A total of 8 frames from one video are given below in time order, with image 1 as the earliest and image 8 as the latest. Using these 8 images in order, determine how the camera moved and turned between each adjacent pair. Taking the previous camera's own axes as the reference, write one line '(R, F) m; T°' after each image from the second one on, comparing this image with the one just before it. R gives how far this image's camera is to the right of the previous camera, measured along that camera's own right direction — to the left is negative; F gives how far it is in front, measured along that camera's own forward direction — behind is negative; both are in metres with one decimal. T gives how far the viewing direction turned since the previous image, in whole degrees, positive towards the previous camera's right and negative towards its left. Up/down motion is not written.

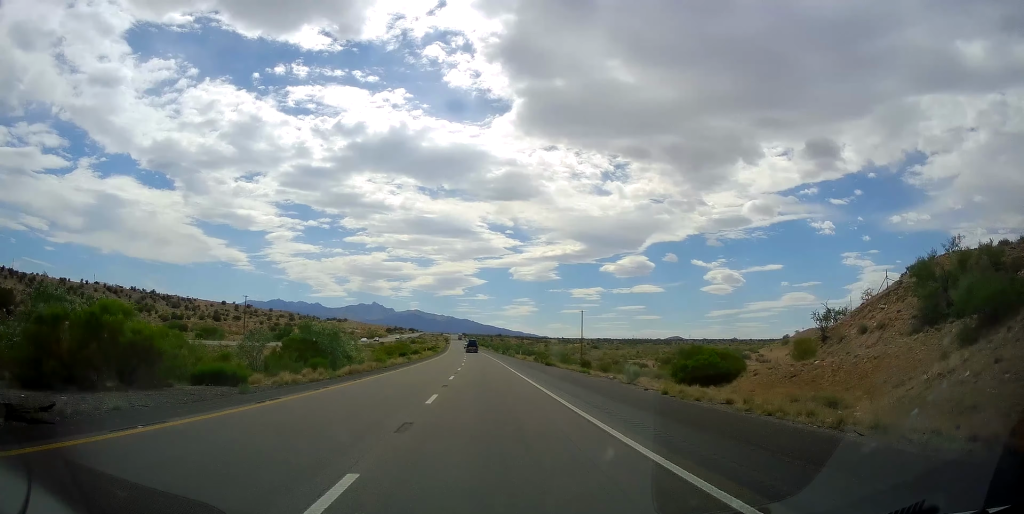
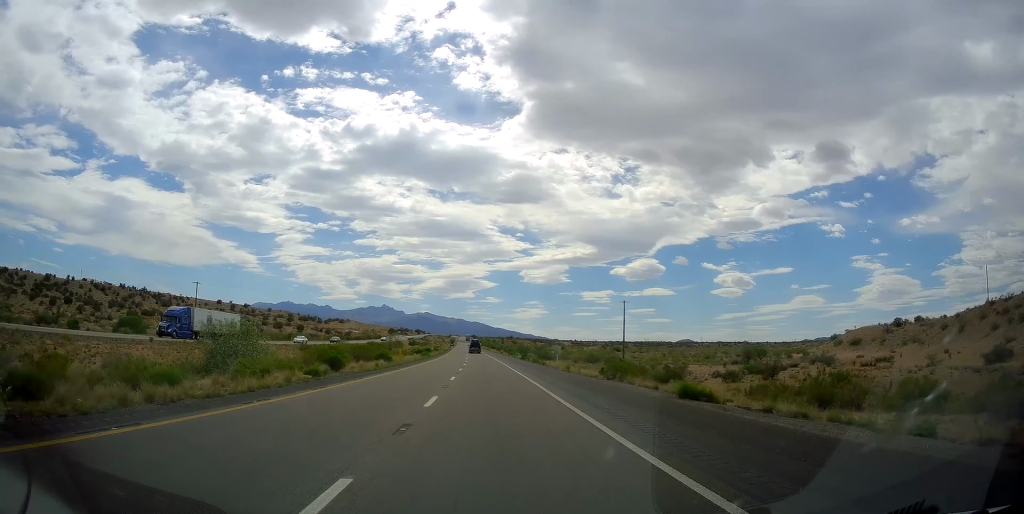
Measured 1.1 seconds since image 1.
(-0.6, +37.0) m; -2°
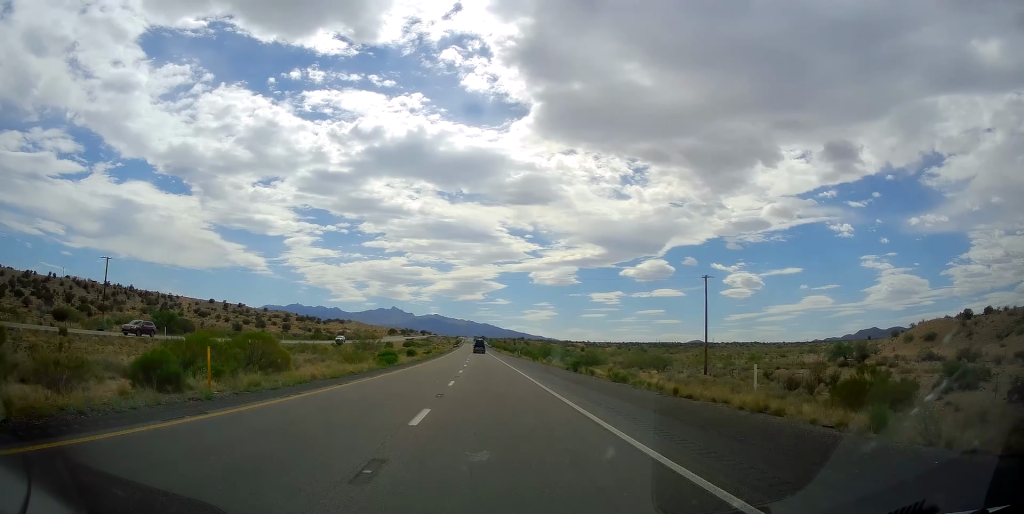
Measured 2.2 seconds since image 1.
(-0.8, +40.4) m; -1°
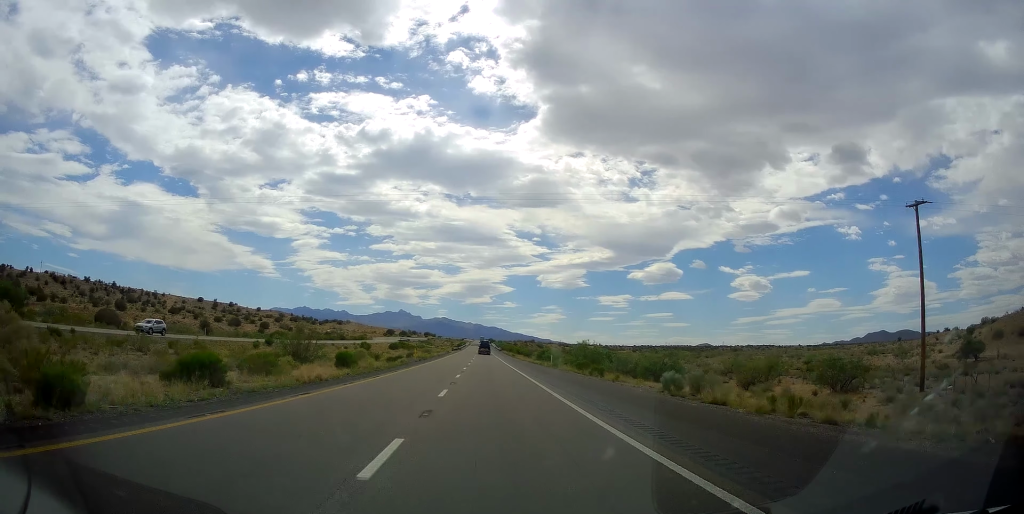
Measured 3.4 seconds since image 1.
(0.0, +41.4) m; 0°
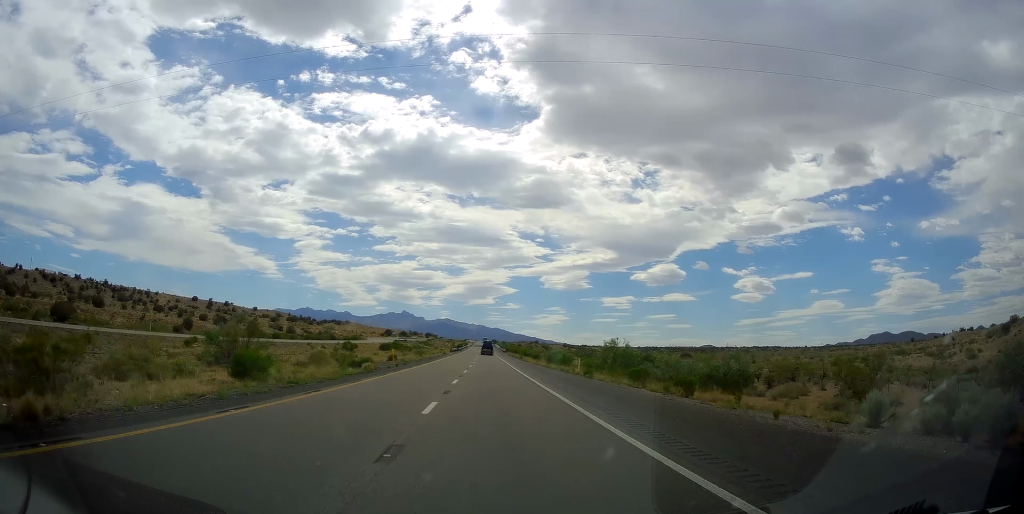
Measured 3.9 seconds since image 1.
(+0.1, +17.2) m; 0°
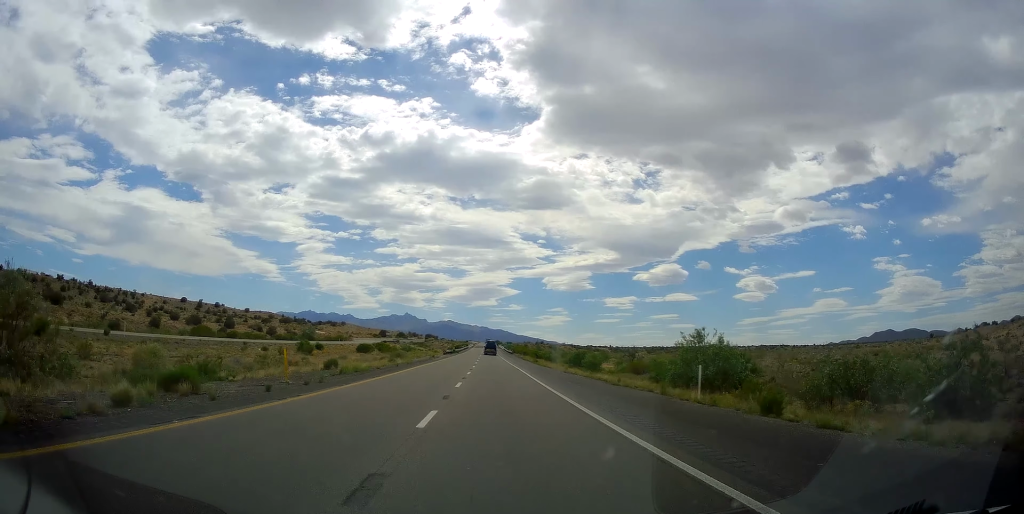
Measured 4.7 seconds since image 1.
(-0.4, +26.3) m; -1°
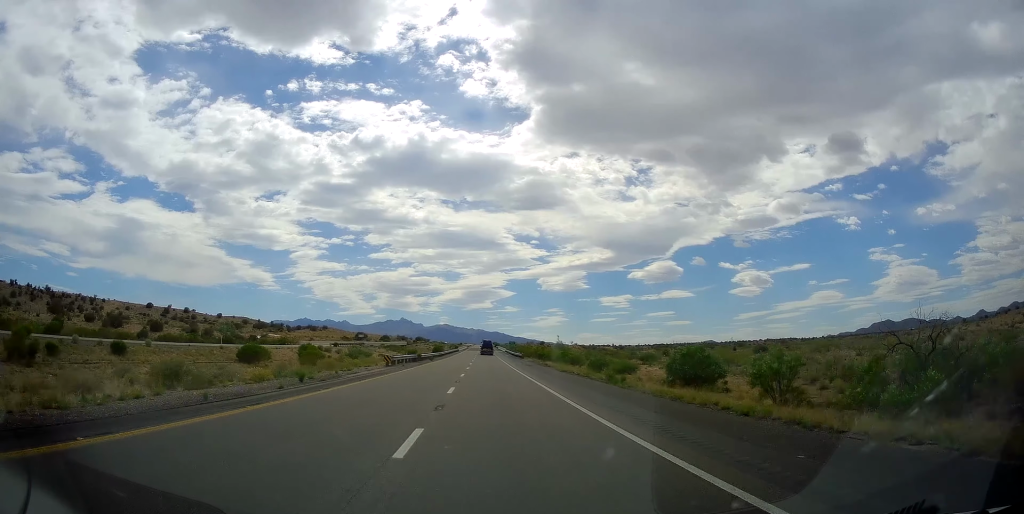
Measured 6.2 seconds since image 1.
(-0.5, +51.8) m; -1°
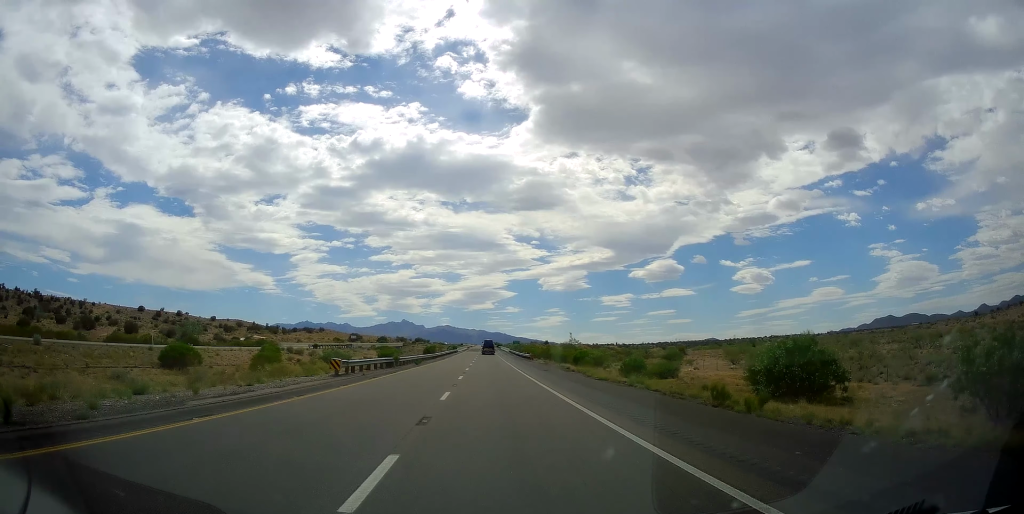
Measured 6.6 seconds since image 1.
(-0.3, +15.0) m; 0°
